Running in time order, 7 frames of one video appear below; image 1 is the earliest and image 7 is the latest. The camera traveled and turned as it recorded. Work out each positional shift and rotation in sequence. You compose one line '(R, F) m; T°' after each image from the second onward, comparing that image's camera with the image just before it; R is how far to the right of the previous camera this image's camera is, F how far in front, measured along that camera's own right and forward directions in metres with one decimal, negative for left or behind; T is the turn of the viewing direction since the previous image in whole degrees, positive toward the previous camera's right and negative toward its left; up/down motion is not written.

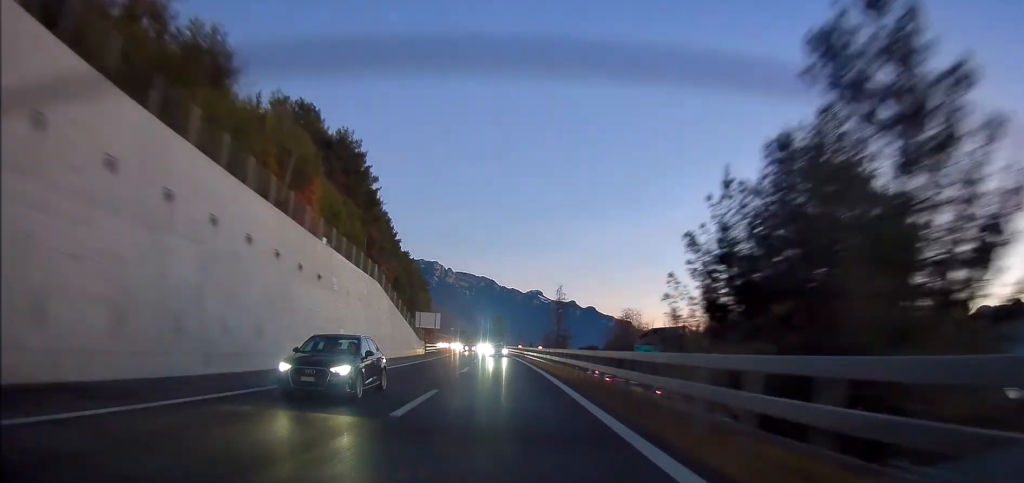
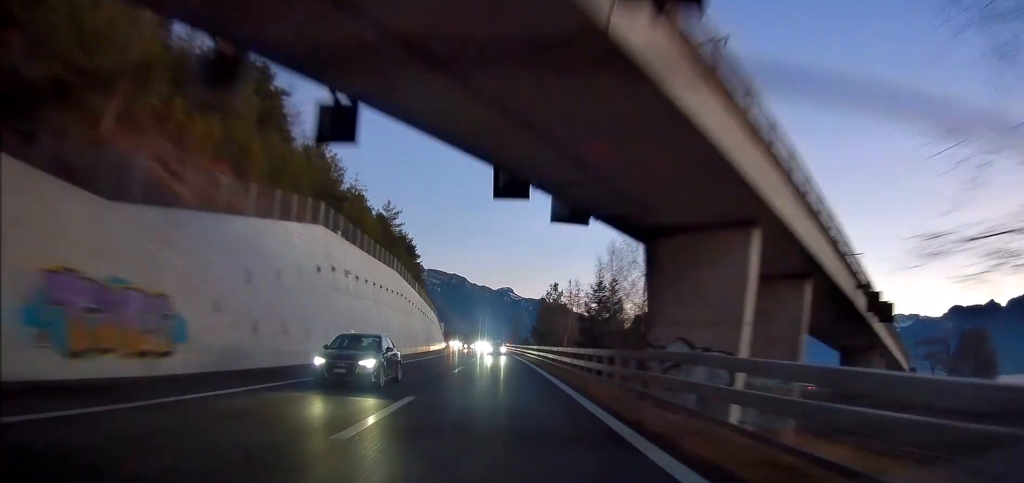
(+1.7, +70.8) m; +4°
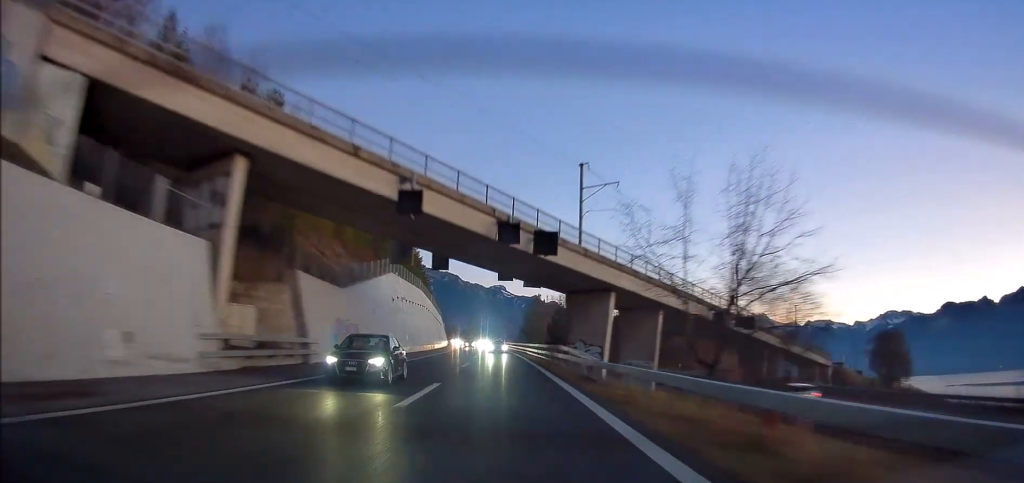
(+0.4, +22.8) m; +1°
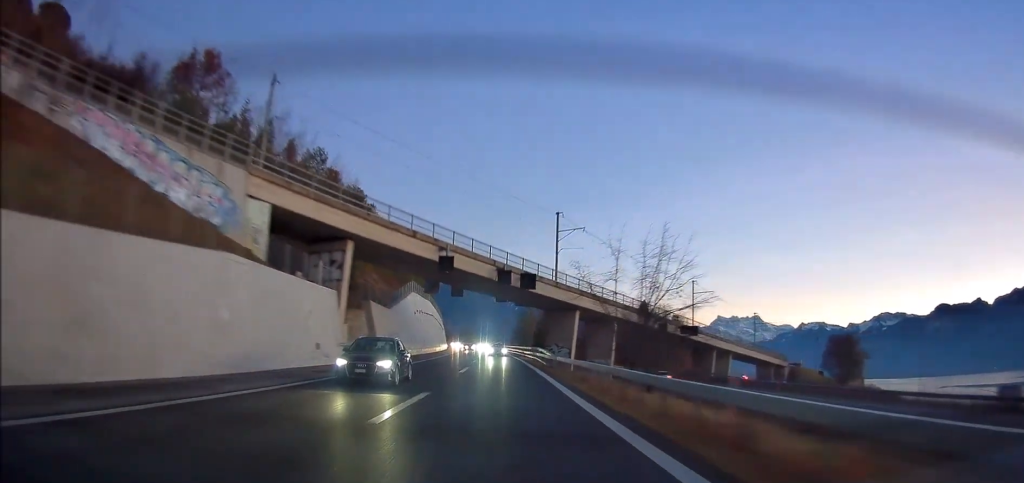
(+0.2, +16.4) m; 0°
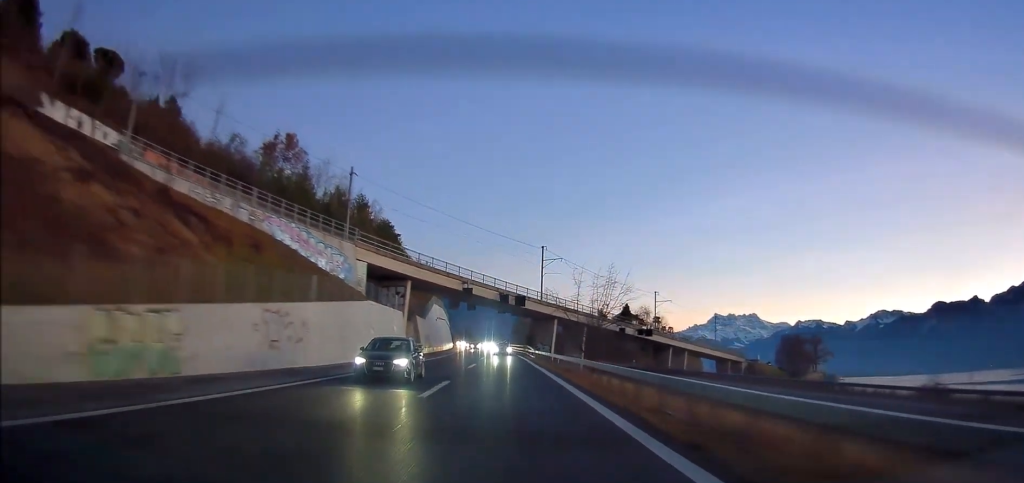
(-0.2, +21.9) m; 0°
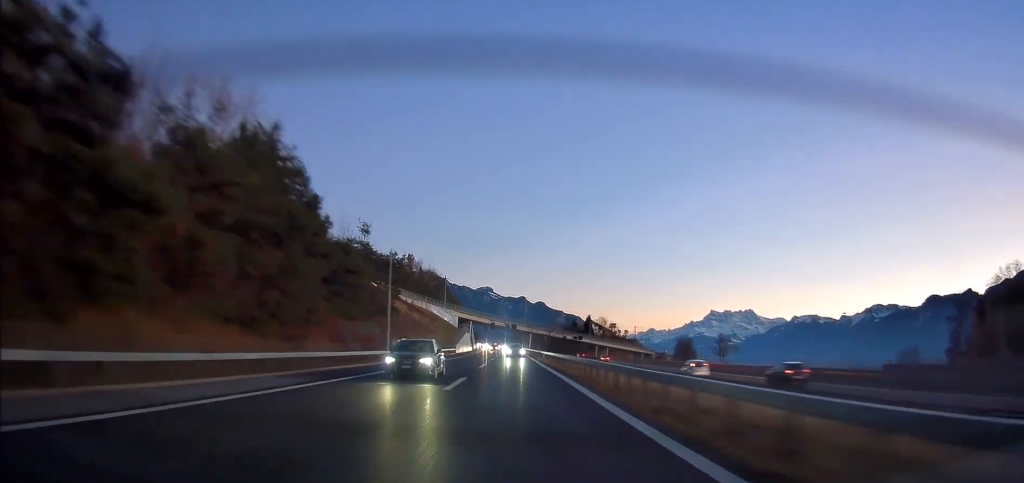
(+0.3, +93.6) m; 0°
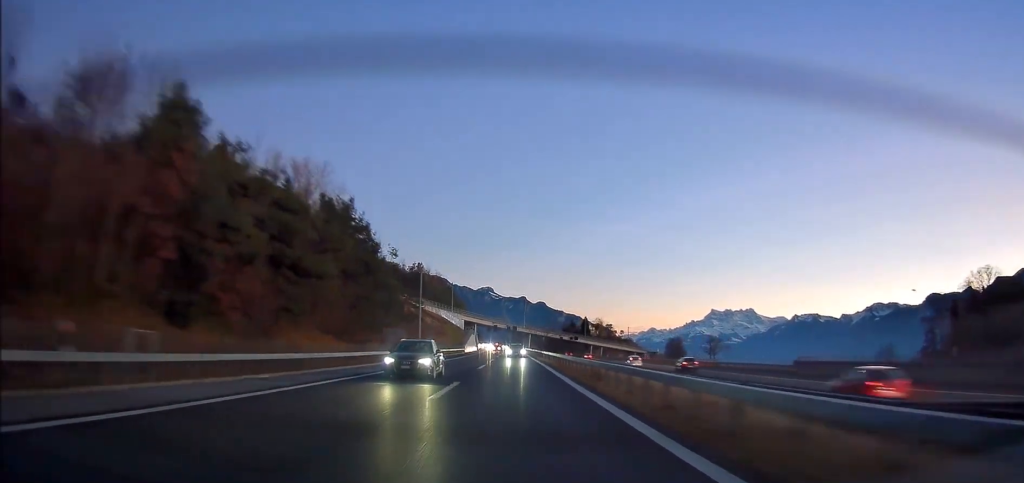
(0.0, +15.9) m; 0°
